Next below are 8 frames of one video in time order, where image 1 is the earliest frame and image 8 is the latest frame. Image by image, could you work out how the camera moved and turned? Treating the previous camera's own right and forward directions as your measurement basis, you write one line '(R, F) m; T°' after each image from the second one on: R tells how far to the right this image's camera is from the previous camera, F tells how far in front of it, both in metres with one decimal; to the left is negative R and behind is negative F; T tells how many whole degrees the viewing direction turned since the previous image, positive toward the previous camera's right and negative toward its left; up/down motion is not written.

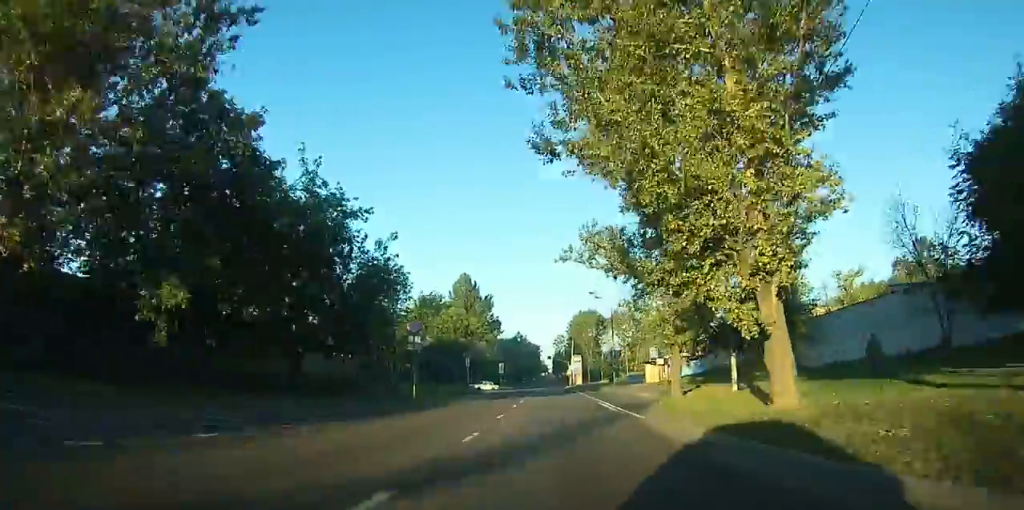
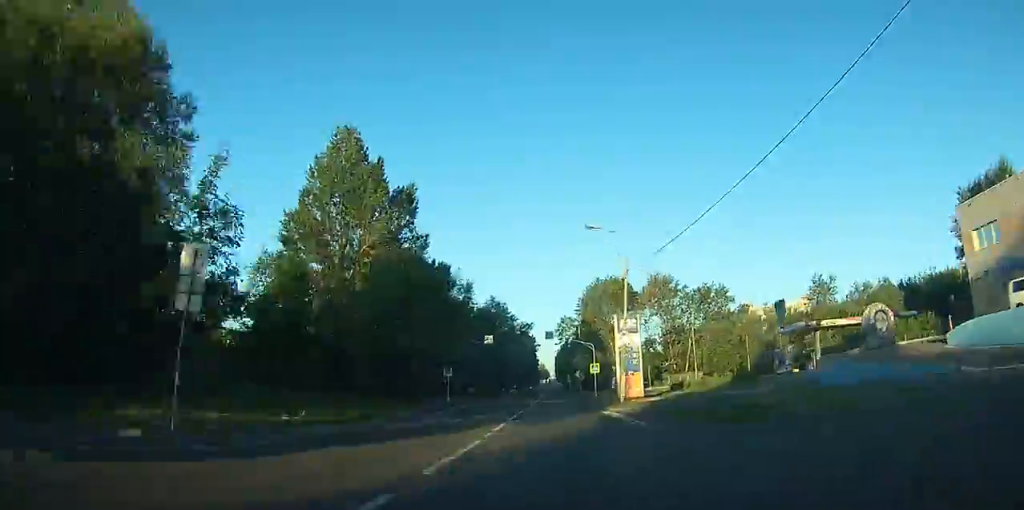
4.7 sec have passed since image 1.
(-5.2, +79.7) m; -5°
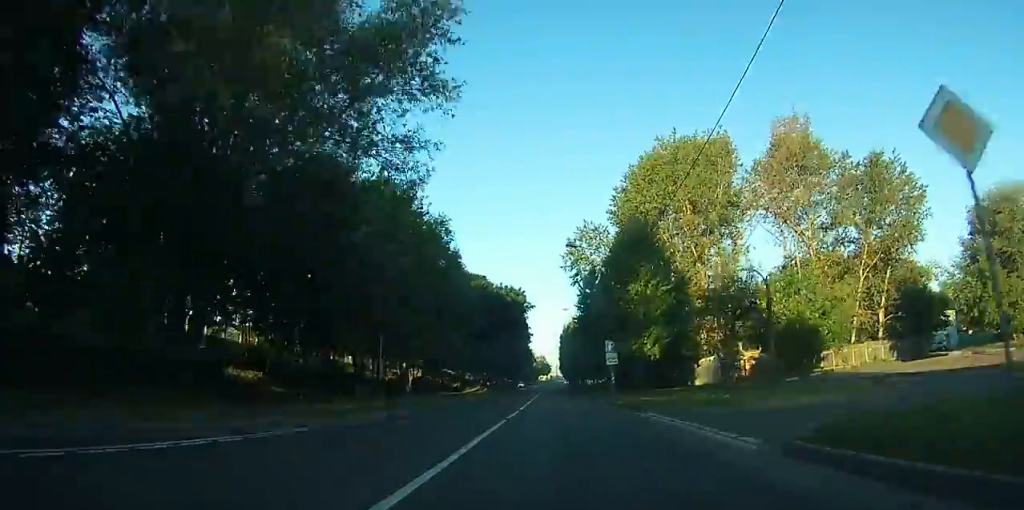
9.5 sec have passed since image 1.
(+4.5, +77.1) m; +4°
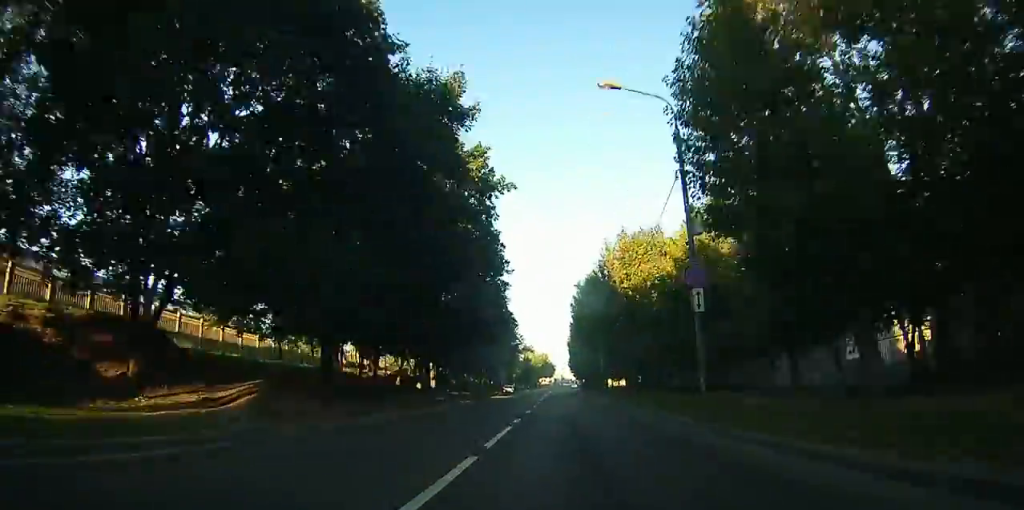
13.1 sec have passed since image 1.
(+0.3, +55.8) m; +1°
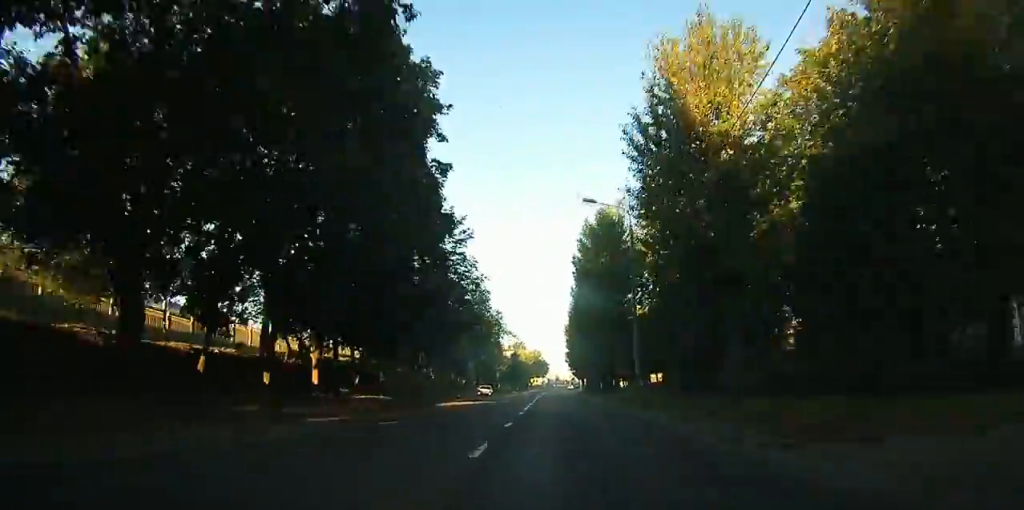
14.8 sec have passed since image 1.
(0.0, +24.7) m; 0°
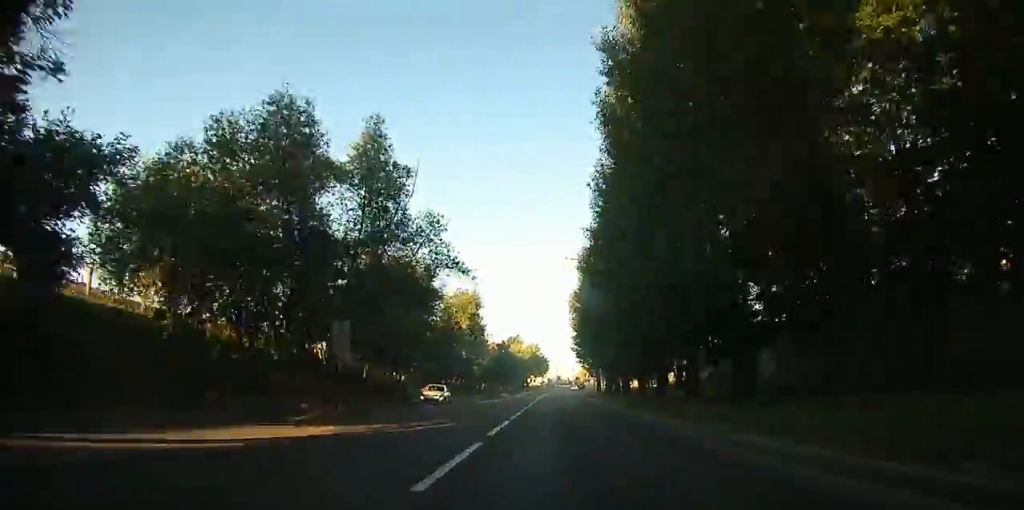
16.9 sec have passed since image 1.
(0.0, +30.2) m; 0°
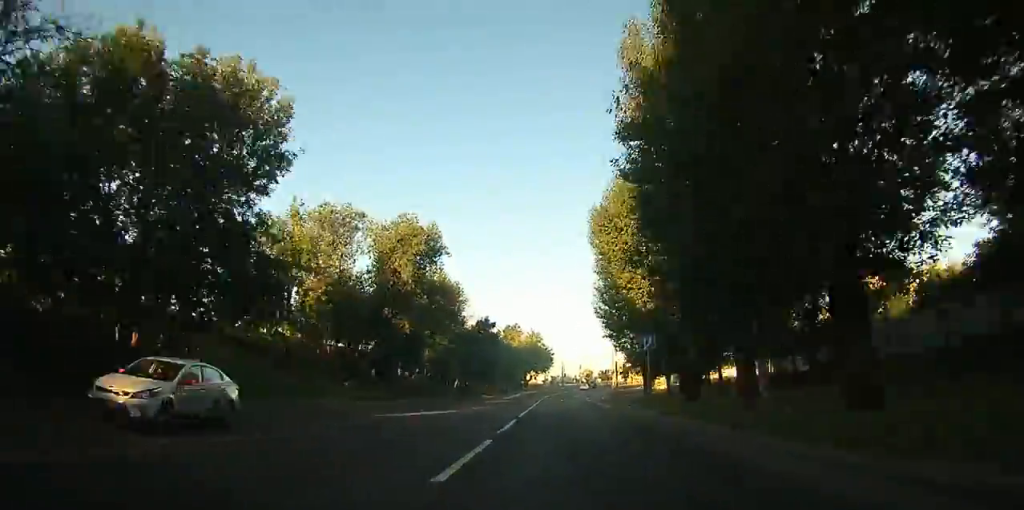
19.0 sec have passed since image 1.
(+0.1, +29.1) m; 0°
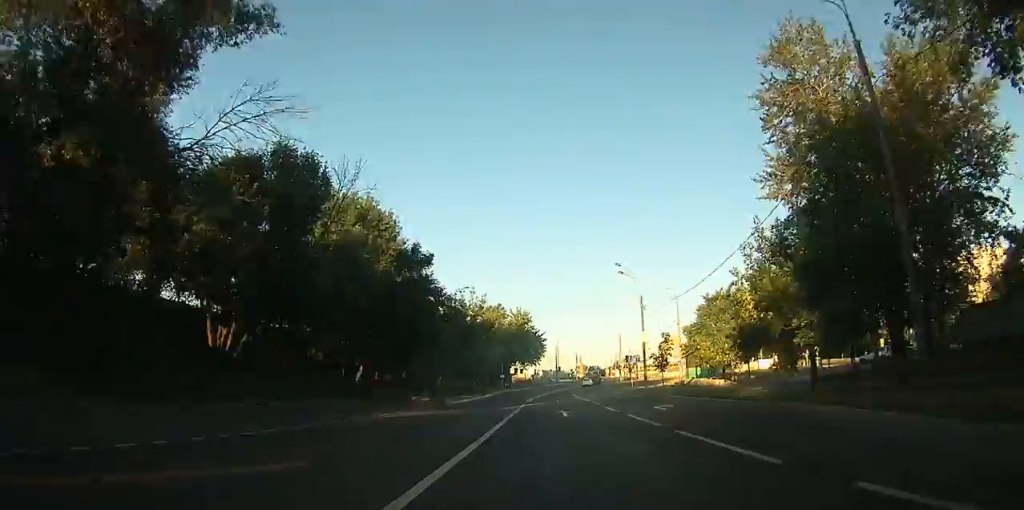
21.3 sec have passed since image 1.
(0.0, +31.2) m; 0°
